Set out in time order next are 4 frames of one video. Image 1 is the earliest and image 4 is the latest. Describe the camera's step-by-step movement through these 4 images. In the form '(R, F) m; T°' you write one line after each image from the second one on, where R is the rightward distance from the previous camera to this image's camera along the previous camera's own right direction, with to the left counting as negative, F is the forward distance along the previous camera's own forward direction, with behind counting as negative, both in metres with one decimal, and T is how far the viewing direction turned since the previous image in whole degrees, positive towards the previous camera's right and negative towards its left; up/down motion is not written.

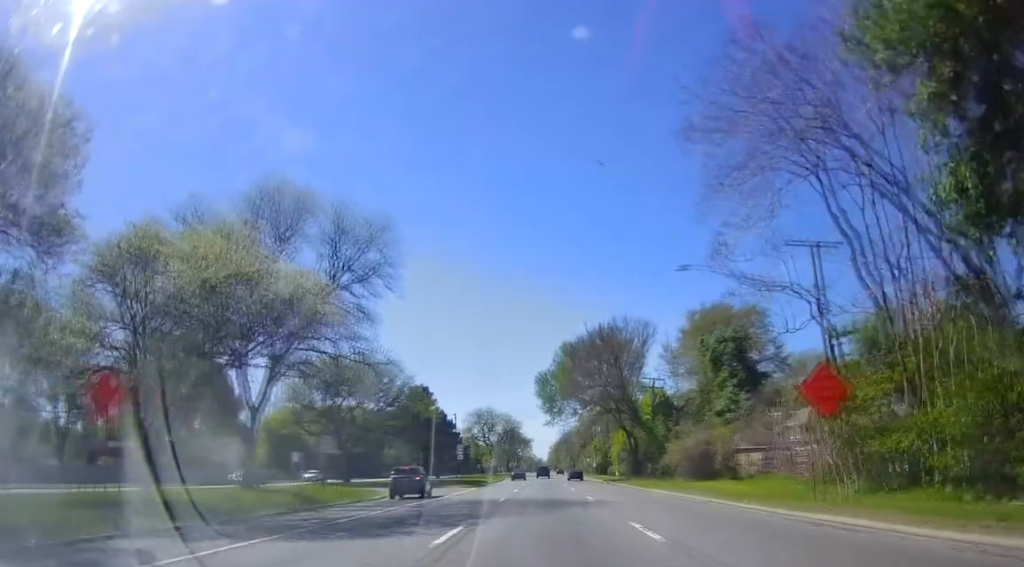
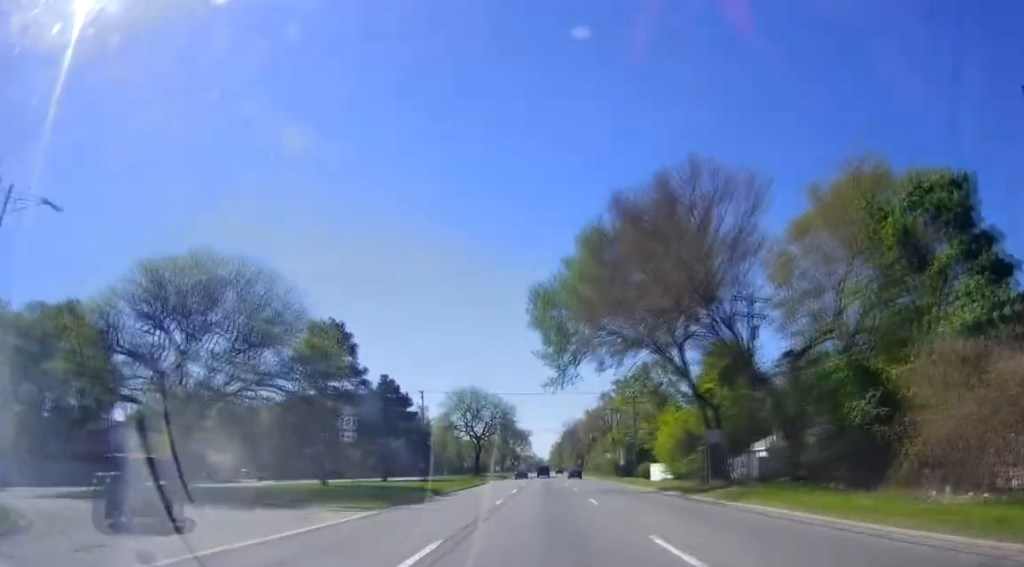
(+1.7, +33.8) m; +5°
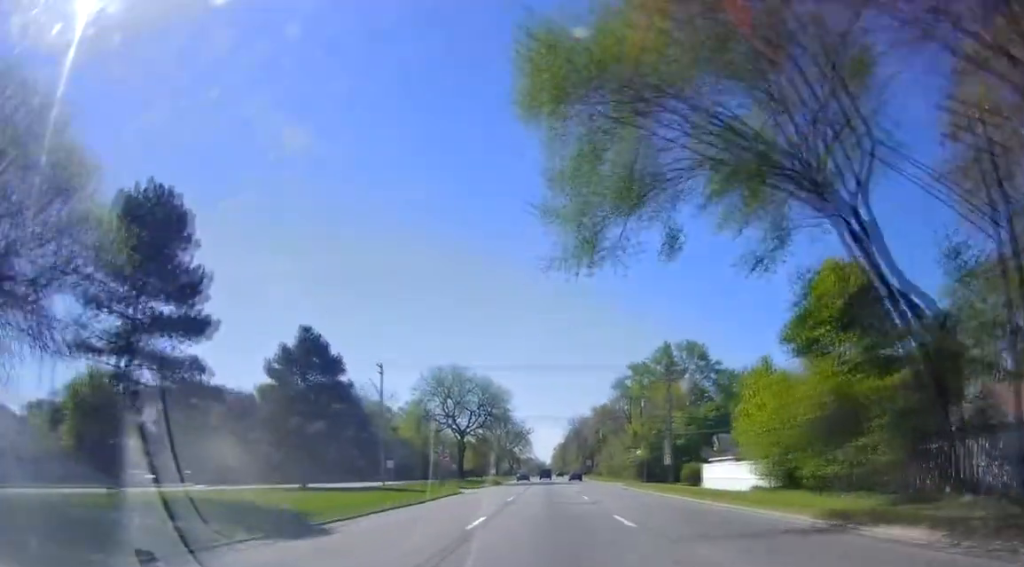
(-0.9, +23.6) m; -2°
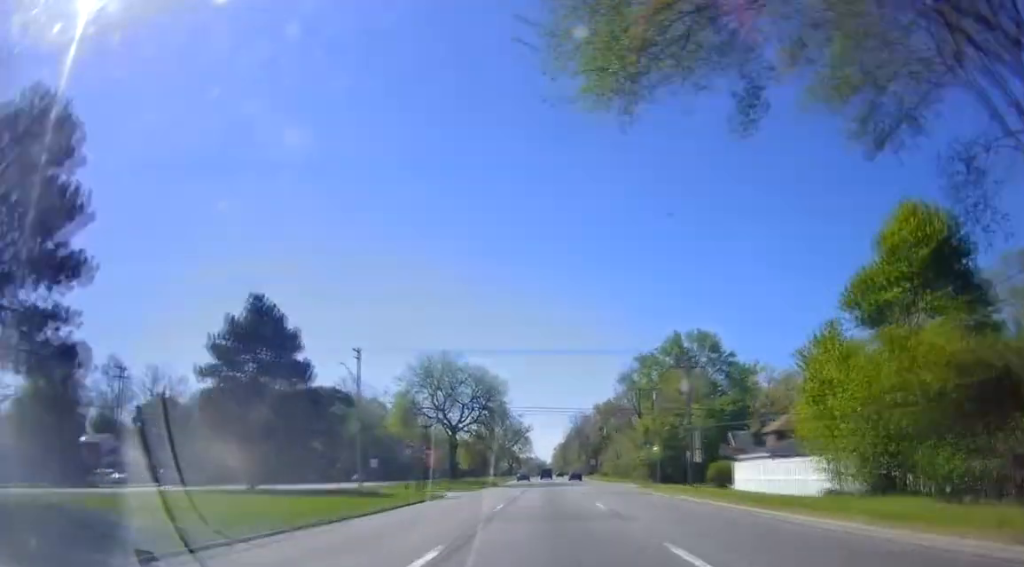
(0.0, +8.4) m; 0°
